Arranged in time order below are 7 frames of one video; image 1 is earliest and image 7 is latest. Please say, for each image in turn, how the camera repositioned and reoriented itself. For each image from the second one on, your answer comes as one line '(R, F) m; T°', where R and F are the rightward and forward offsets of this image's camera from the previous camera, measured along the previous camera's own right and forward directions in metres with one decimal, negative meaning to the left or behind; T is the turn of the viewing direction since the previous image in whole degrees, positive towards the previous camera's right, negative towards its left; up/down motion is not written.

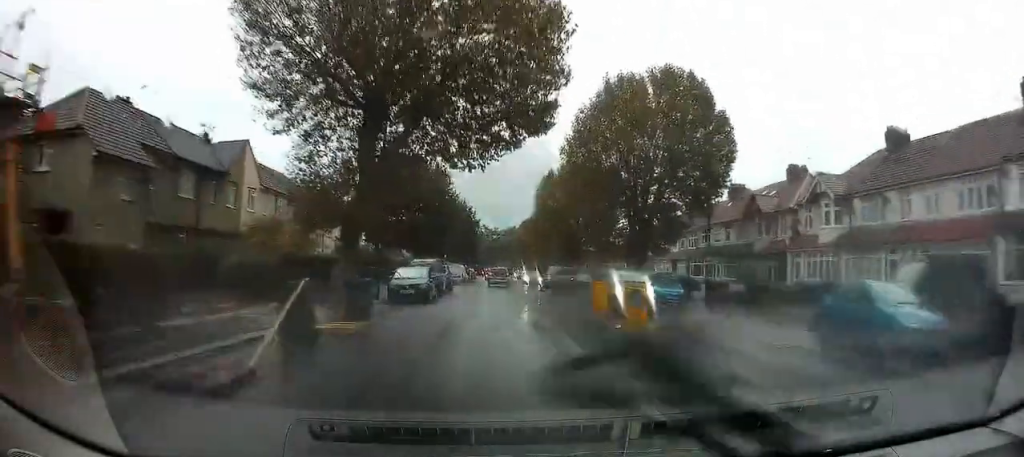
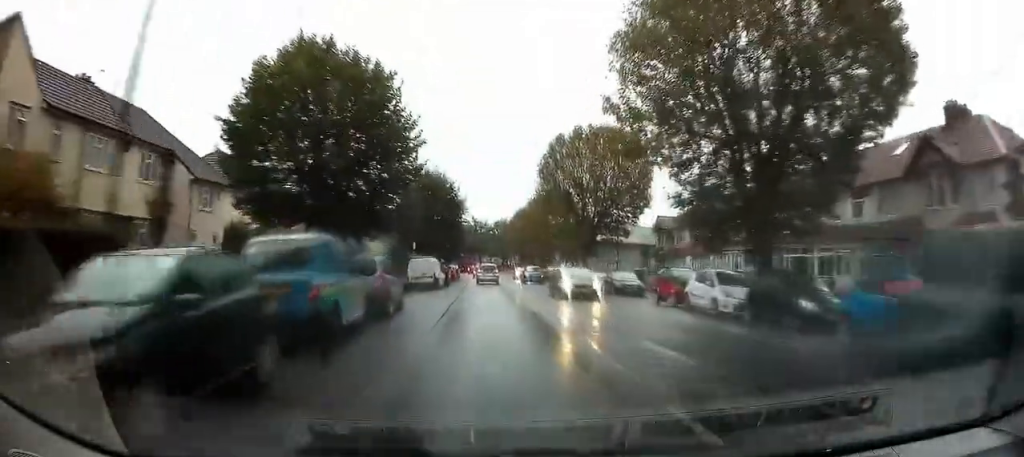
(+0.4, +18.3) m; +2°
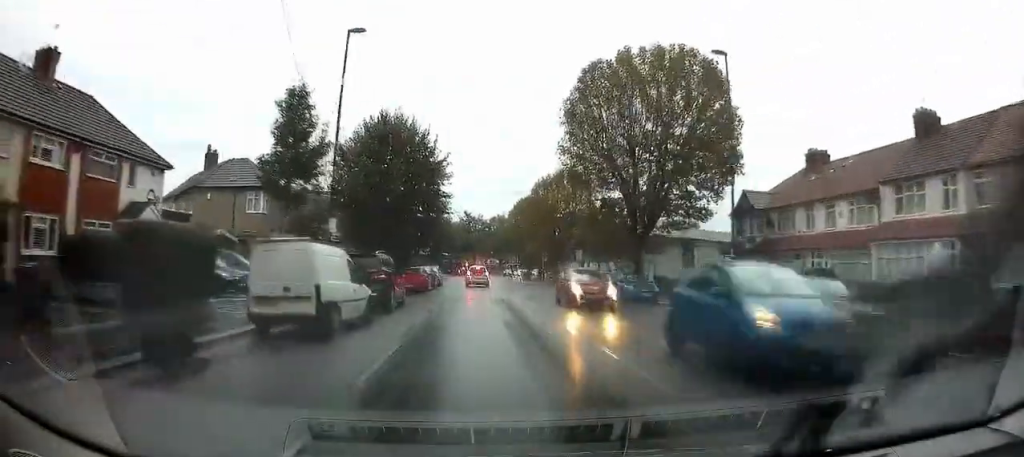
(+0.3, +20.7) m; +2°
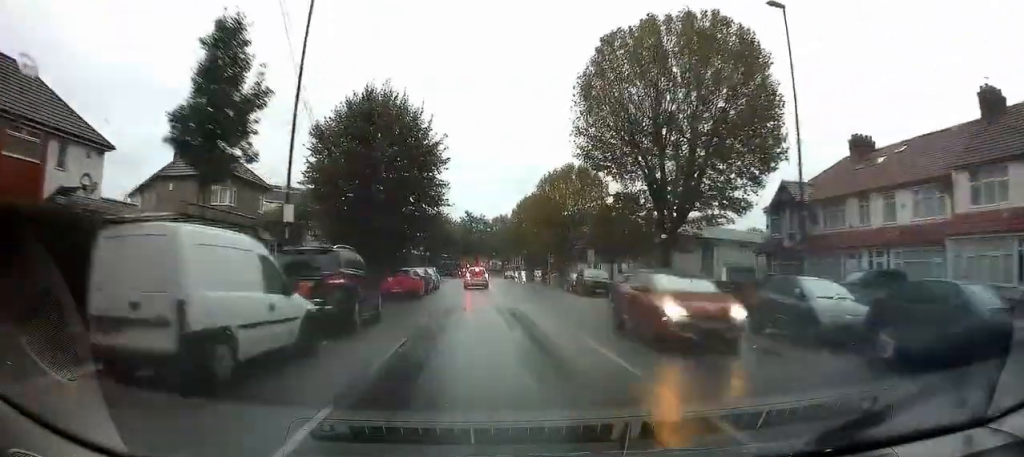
(-0.1, +5.1) m; 0°
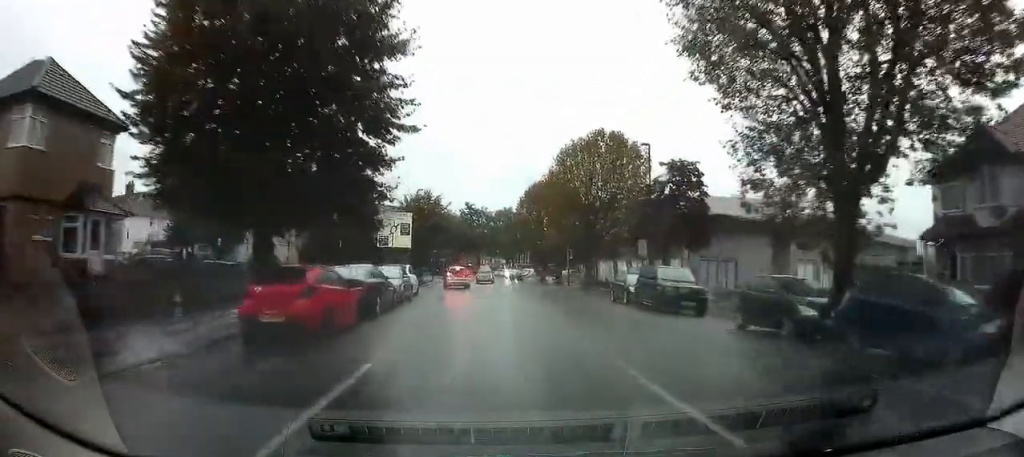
(0.0, +15.6) m; 0°
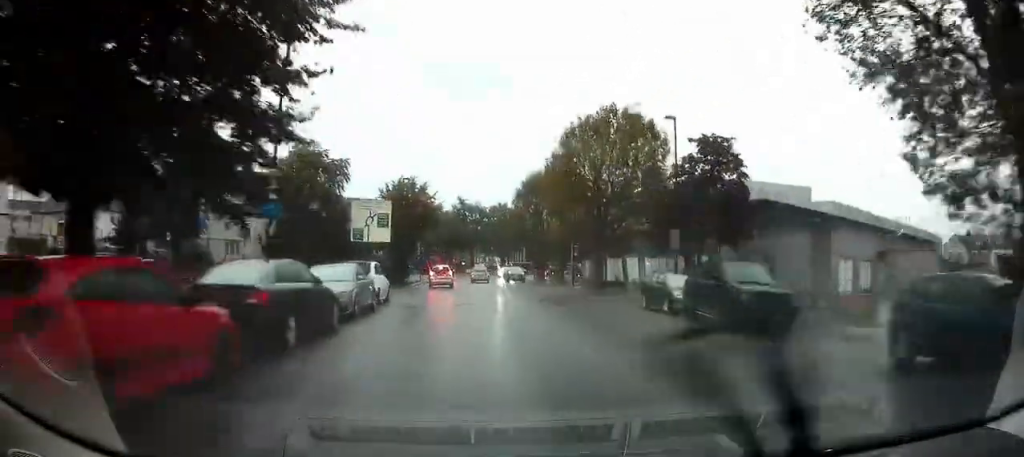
(+0.1, +6.8) m; 0°
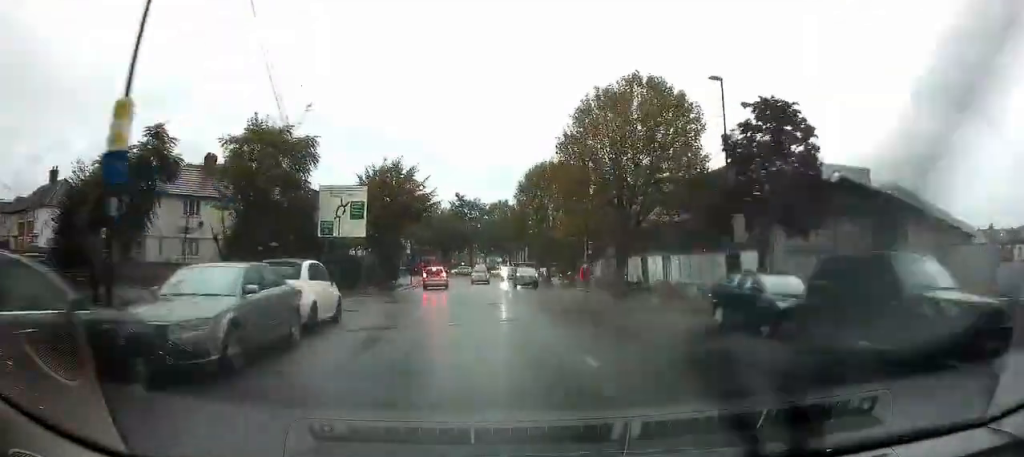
(-0.2, +7.2) m; +1°
